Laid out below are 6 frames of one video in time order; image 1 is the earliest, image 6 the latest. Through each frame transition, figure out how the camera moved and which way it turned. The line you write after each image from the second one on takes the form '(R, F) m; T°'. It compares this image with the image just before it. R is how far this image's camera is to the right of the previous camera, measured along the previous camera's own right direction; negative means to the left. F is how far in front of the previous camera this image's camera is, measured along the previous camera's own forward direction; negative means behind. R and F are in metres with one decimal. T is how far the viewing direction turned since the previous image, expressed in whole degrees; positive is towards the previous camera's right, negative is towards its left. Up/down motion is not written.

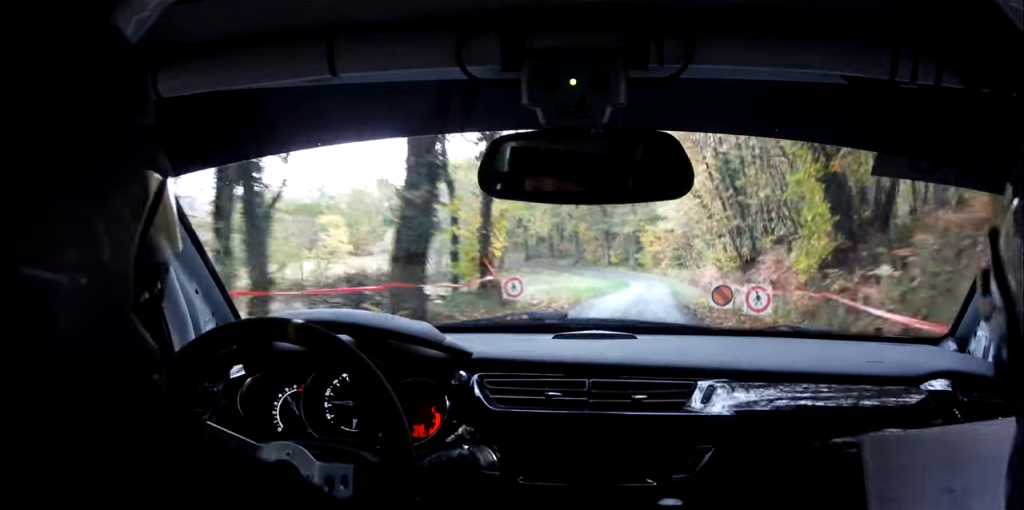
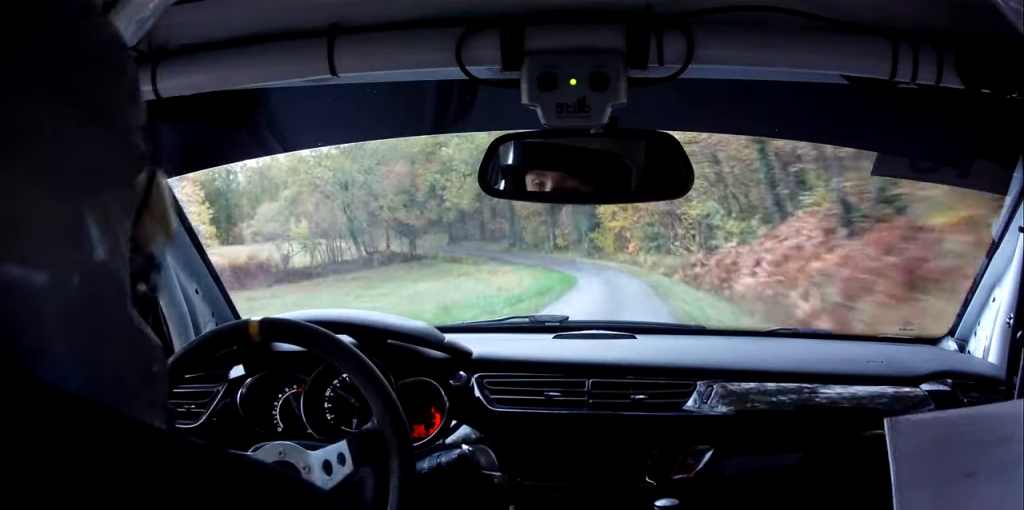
(+0.5, +23.4) m; +4°
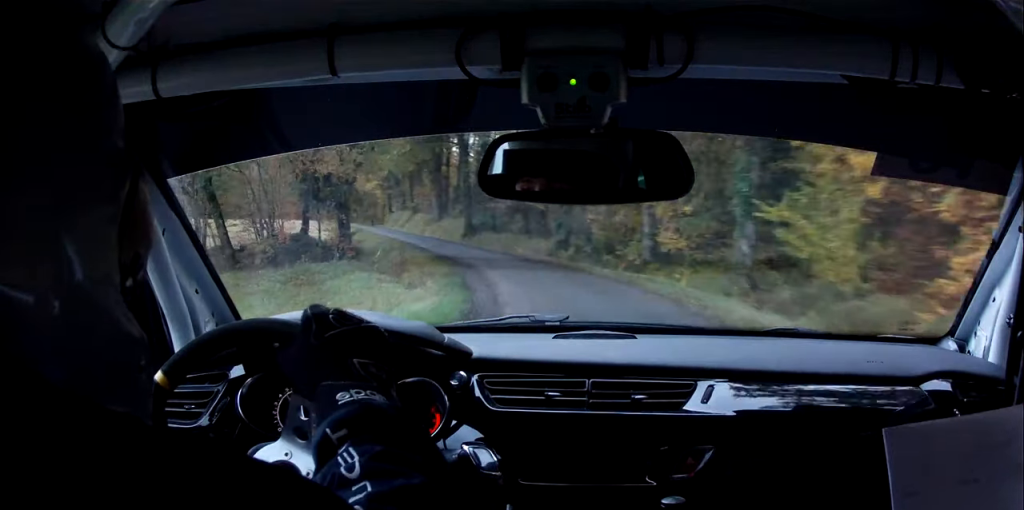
(+2.6, +52.5) m; 0°
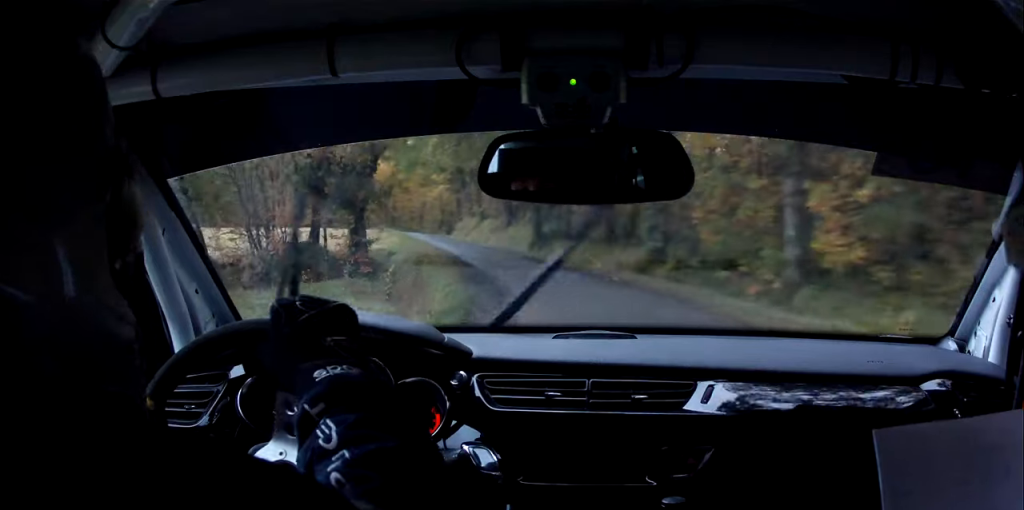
(+0.1, +11.4) m; -3°
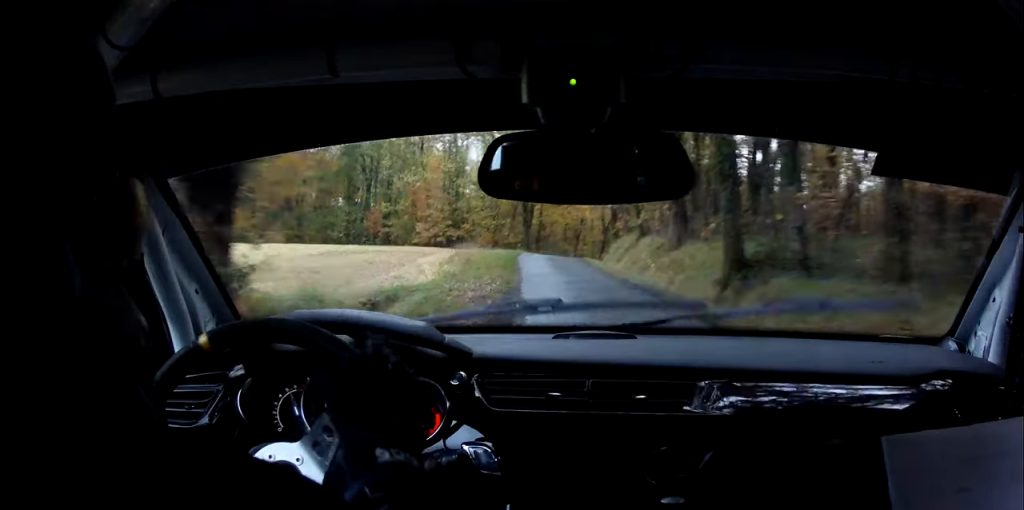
(-1.2, +20.3) m; -8°
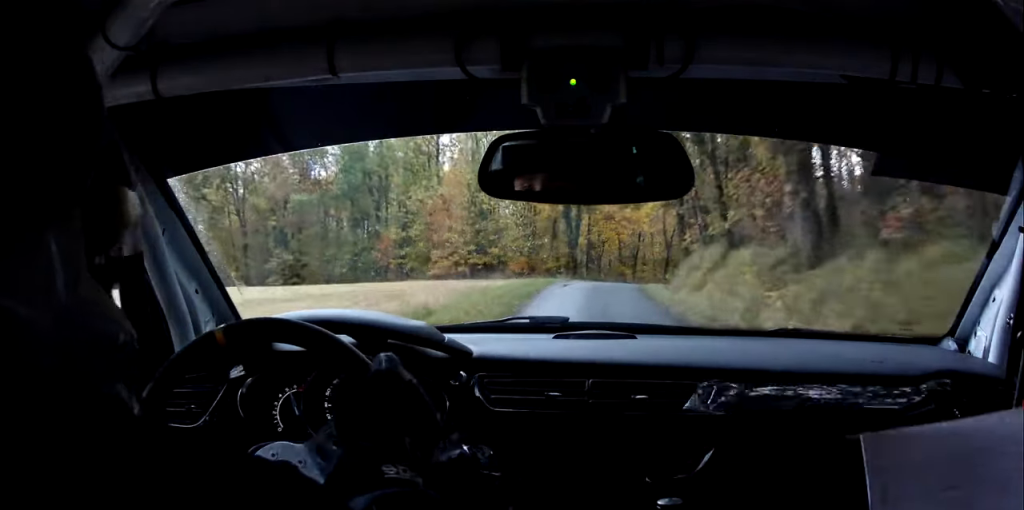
(-0.6, +13.0) m; -5°
